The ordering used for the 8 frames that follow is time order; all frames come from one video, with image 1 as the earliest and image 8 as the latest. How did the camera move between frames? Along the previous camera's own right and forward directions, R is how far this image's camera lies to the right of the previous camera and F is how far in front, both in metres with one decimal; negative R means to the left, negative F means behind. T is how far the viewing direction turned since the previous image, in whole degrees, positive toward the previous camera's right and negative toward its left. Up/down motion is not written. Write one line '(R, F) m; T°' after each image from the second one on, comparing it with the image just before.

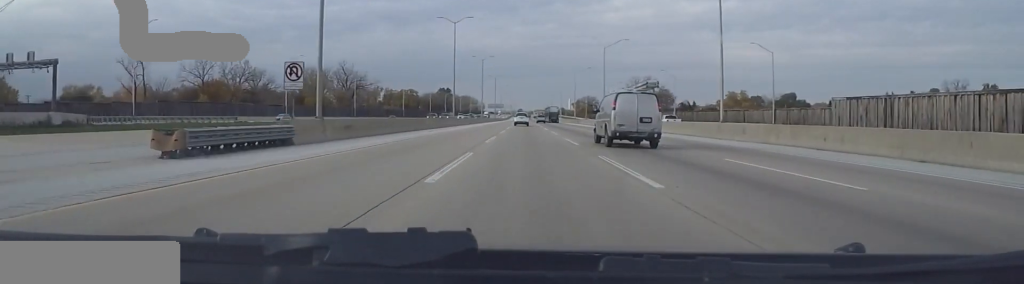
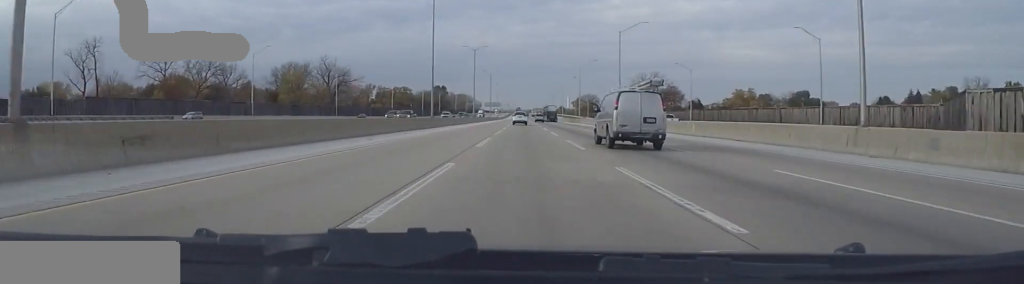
(0.0, +19.1) m; 0°
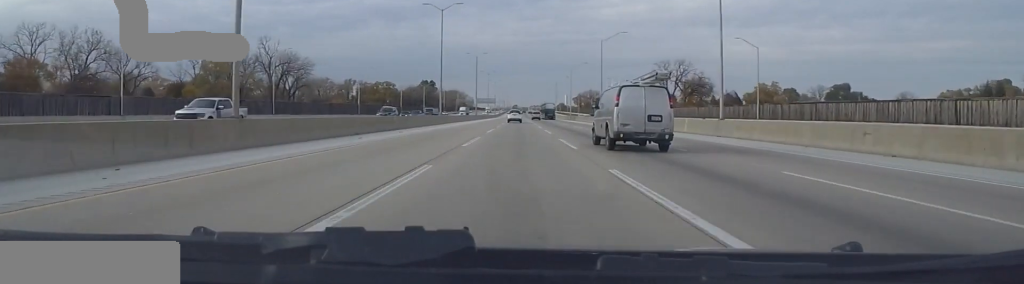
(-1.1, +47.1) m; -2°
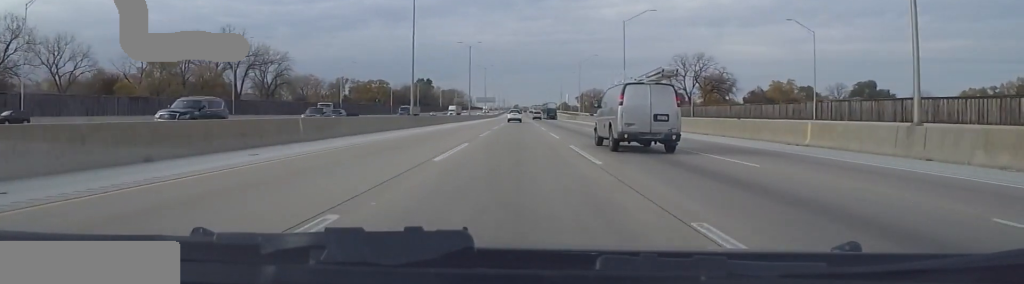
(0.0, +21.5) m; 0°
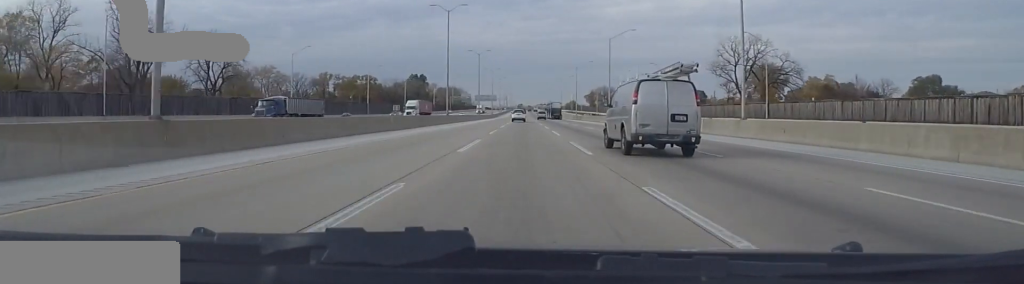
(+0.8, +42.4) m; +1°
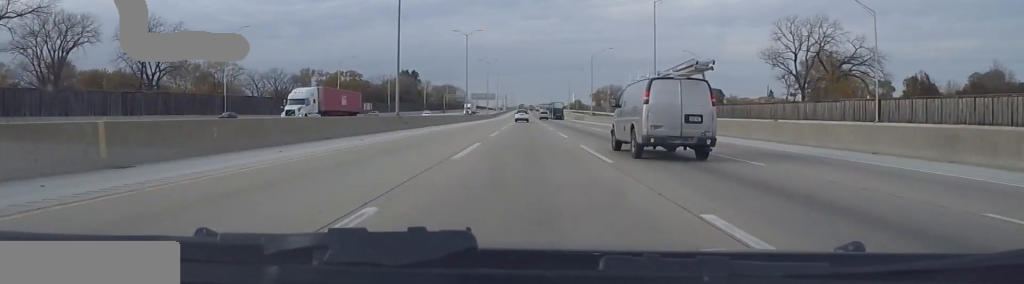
(0.0, +33.5) m; 0°
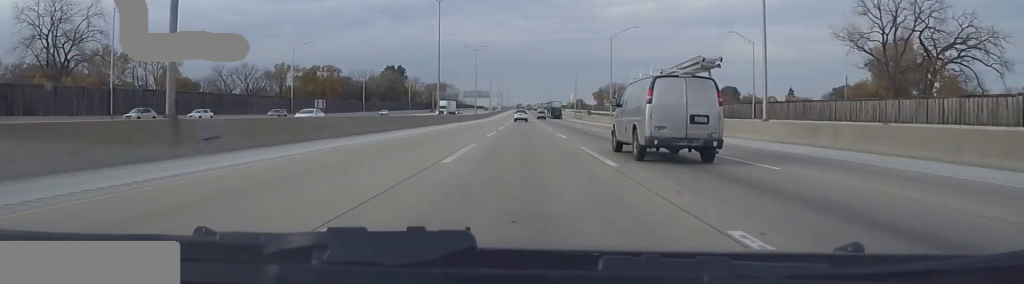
(-0.1, +32.5) m; -1°
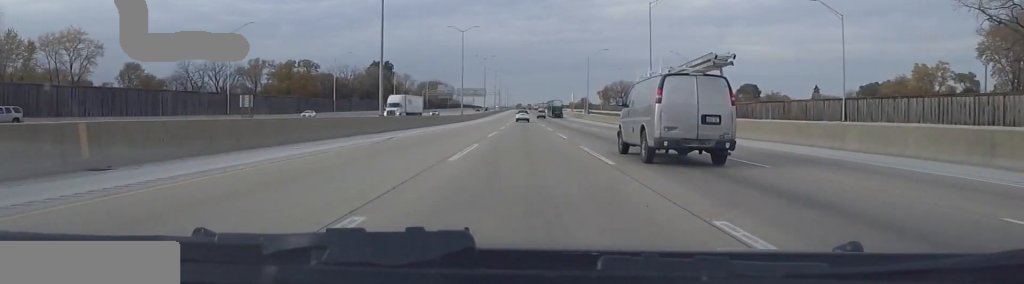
(-0.7, +31.2) m; 0°
